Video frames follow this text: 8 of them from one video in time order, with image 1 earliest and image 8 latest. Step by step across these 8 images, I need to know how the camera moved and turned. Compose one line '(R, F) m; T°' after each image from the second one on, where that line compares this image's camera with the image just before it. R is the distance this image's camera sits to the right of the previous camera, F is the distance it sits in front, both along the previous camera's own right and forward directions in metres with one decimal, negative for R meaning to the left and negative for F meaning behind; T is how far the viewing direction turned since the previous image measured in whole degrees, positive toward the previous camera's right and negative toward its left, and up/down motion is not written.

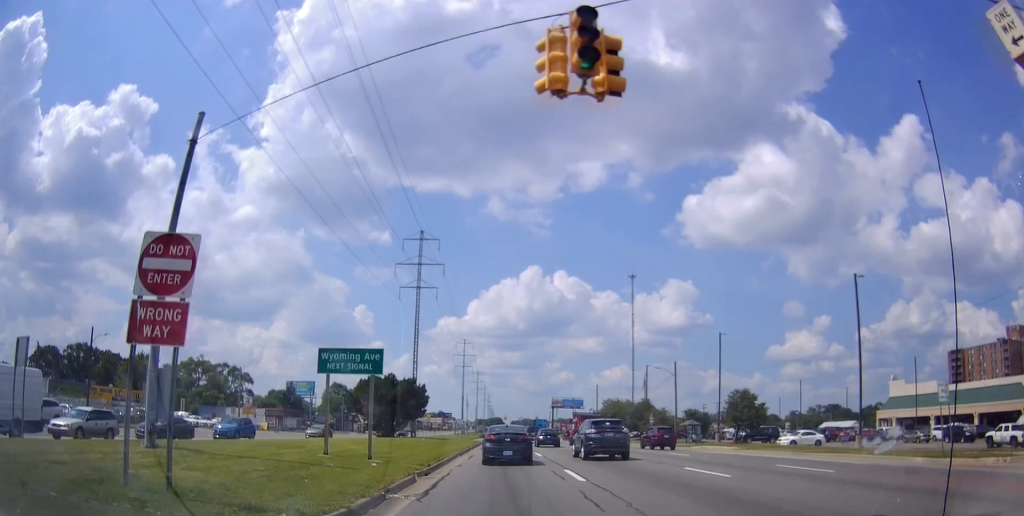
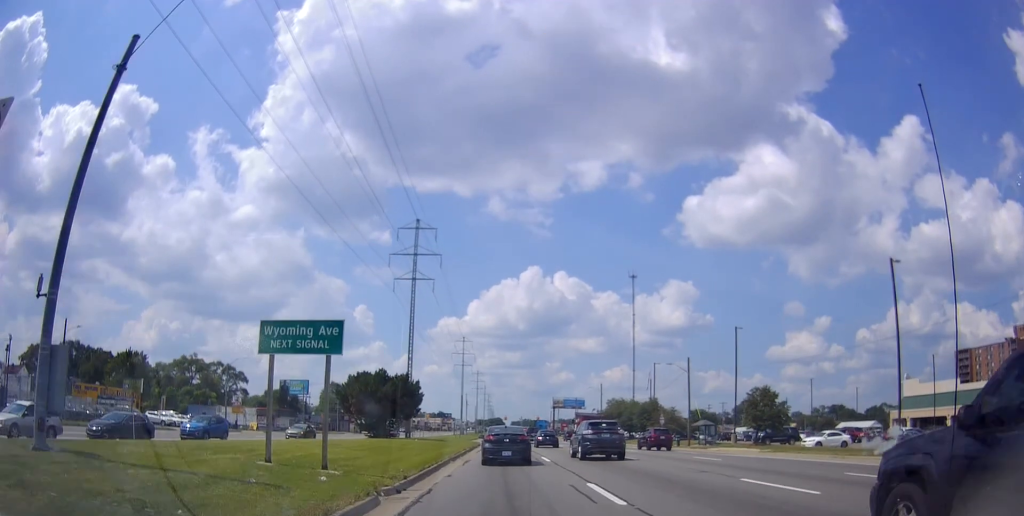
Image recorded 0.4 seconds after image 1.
(+0.1, +4.4) m; -1°
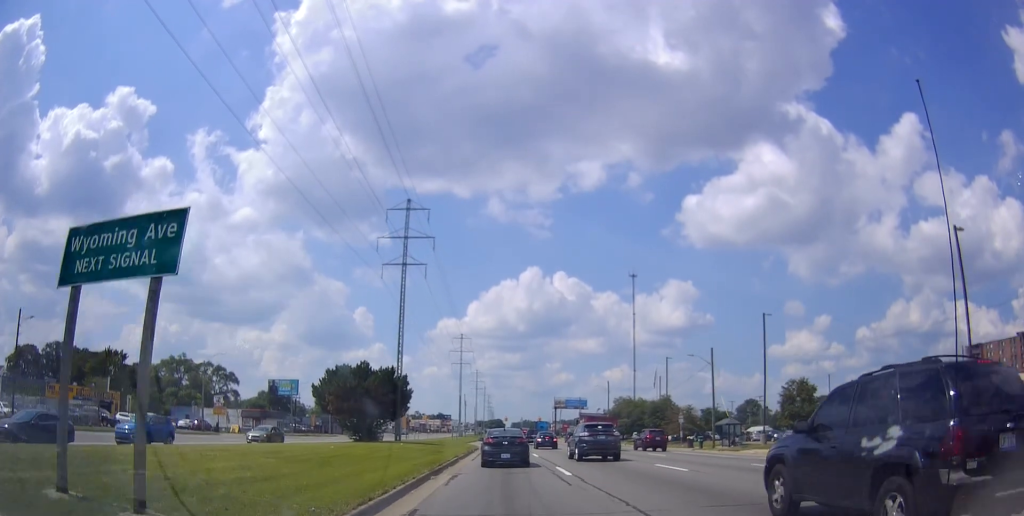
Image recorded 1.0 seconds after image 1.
(0.0, +6.8) m; -1°
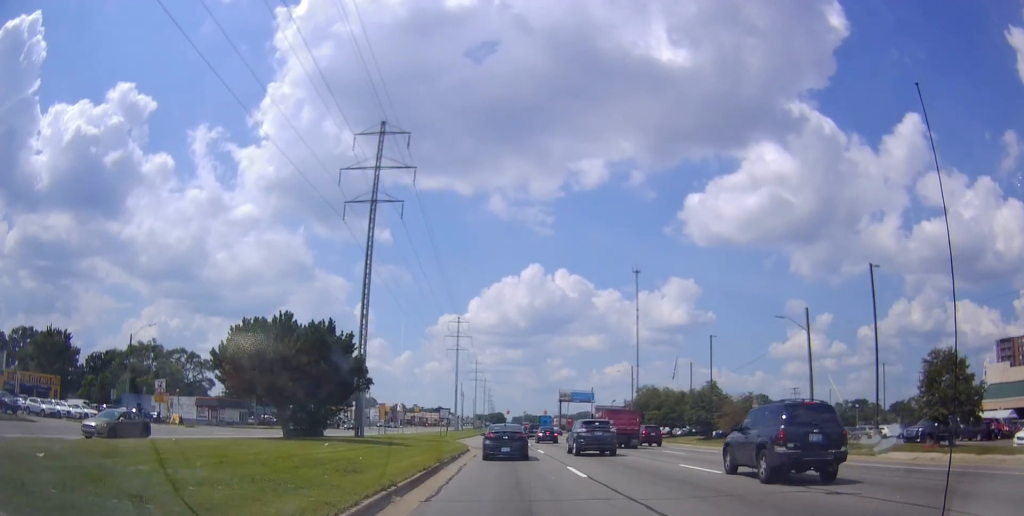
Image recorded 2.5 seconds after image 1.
(0.0, +17.5) m; 0°
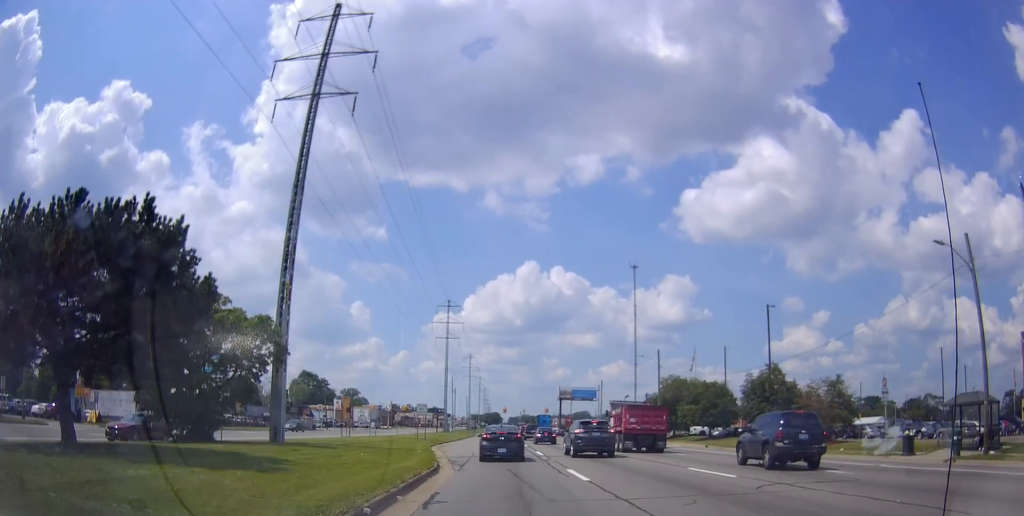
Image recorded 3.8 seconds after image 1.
(-0.4, +16.1) m; 0°
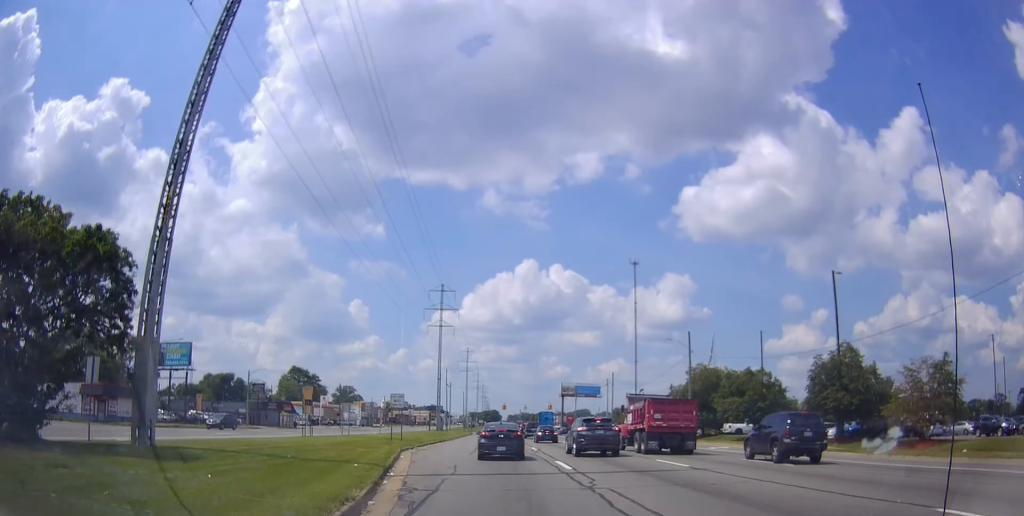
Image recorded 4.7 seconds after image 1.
(+0.5, +11.7) m; 0°
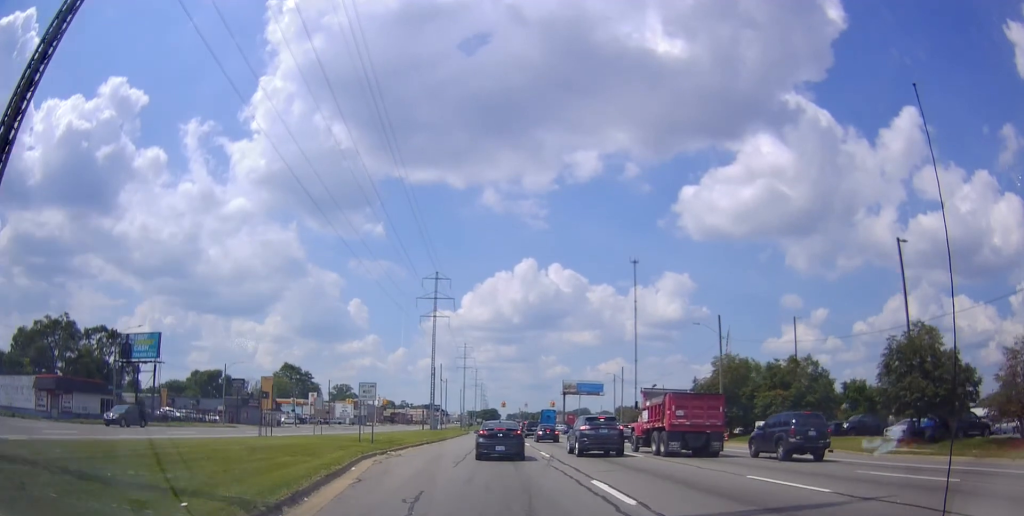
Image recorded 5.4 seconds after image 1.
(-0.3, +8.7) m; 0°
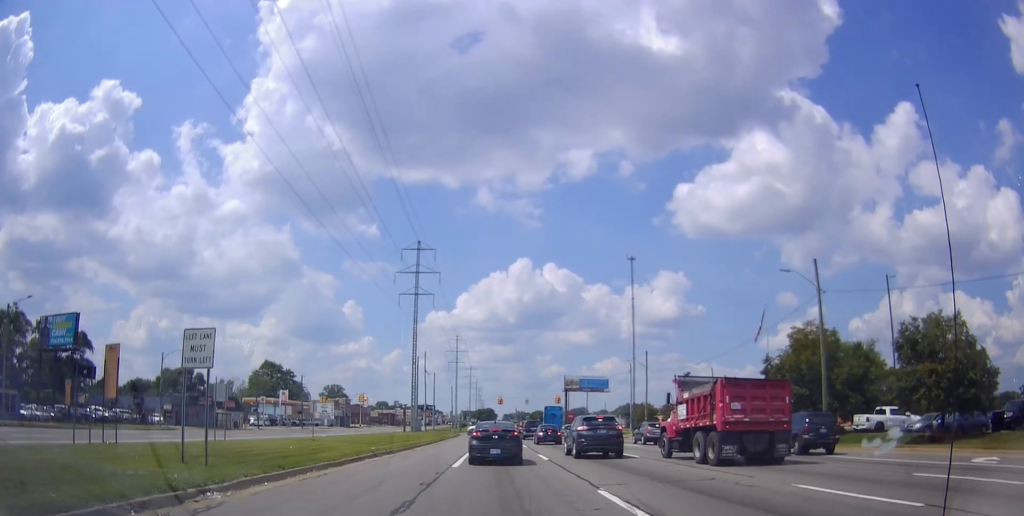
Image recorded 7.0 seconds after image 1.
(+0.5, +19.1) m; +2°
